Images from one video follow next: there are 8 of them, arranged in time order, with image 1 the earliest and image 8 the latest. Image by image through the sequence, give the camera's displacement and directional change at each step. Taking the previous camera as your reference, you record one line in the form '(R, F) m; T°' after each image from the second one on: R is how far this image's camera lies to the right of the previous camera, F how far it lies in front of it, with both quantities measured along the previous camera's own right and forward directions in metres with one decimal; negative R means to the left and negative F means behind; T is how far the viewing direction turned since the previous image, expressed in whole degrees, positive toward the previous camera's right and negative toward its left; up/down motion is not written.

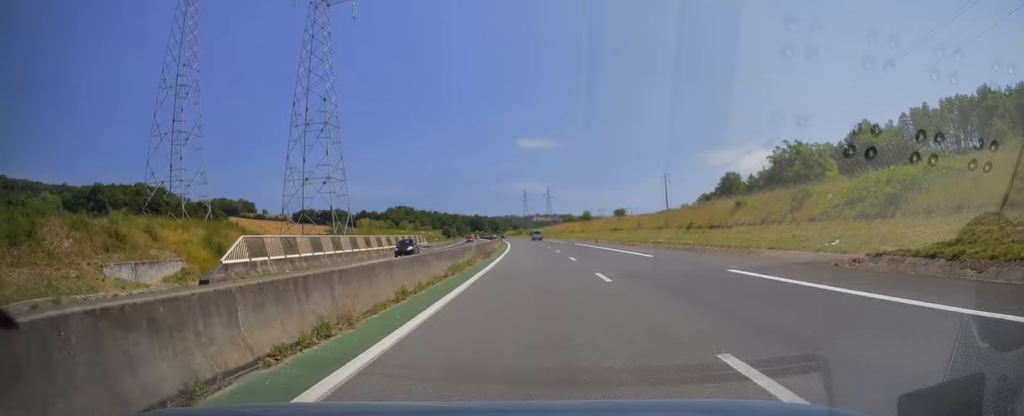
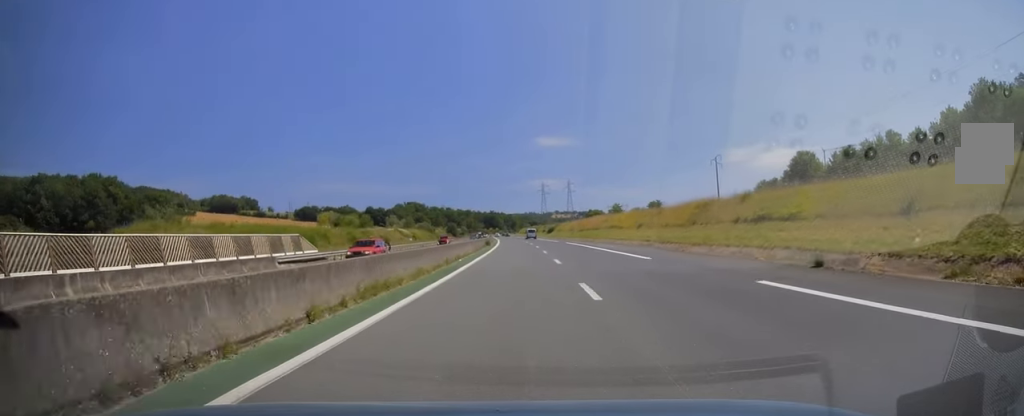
(-0.7, +55.1) m; -2°
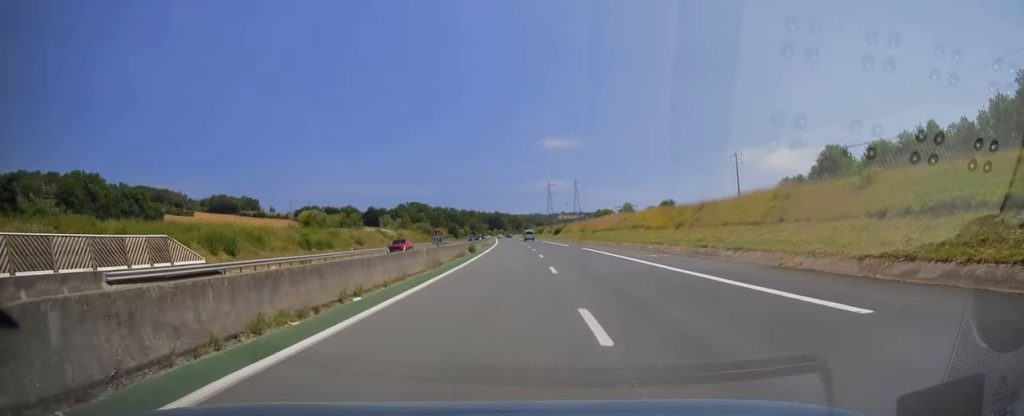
(-0.2, +16.9) m; 0°
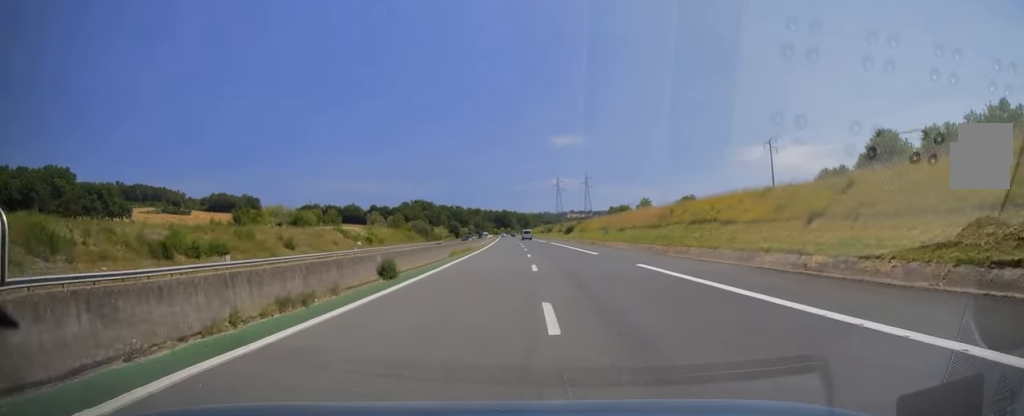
(0.0, +24.7) m; -1°
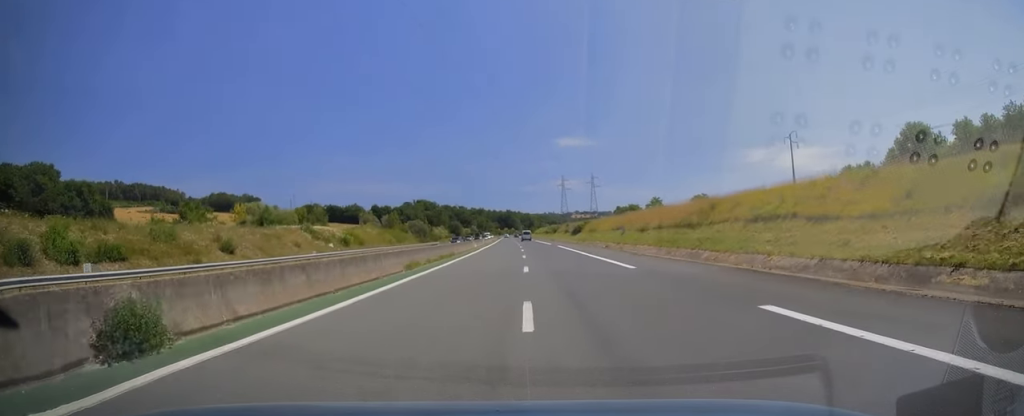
(+0.1, +12.4) m; 0°
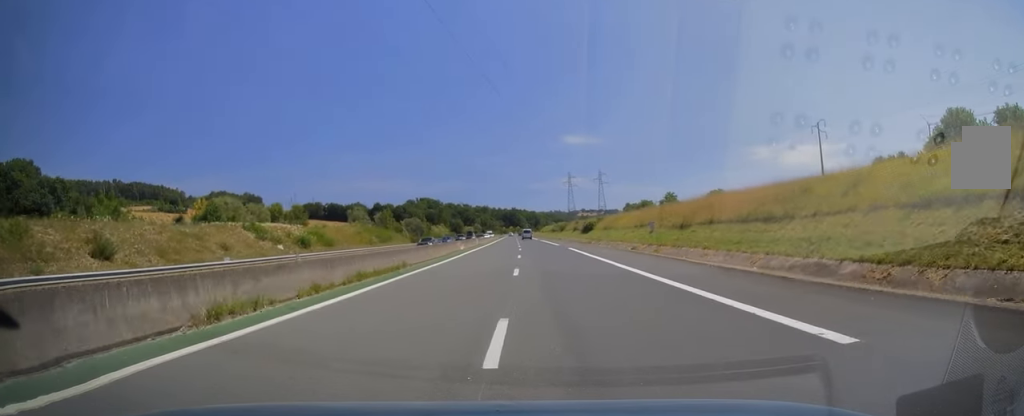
(-0.2, +14.9) m; -1°
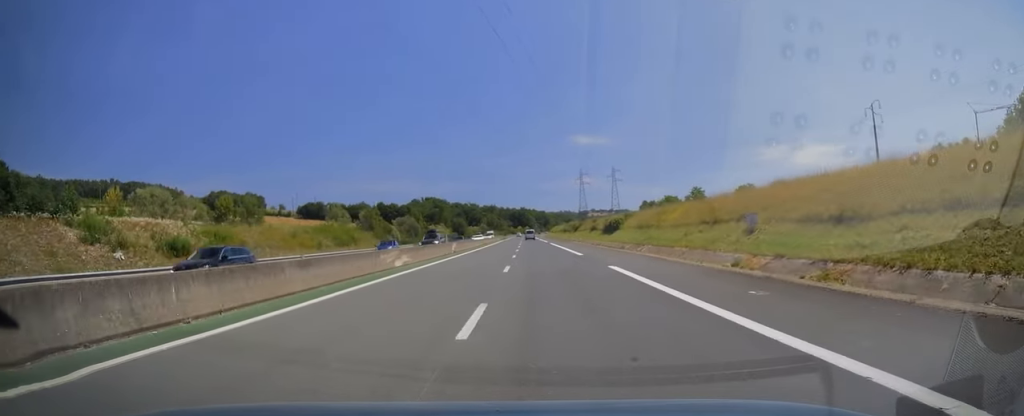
(-0.3, +23.7) m; -1°
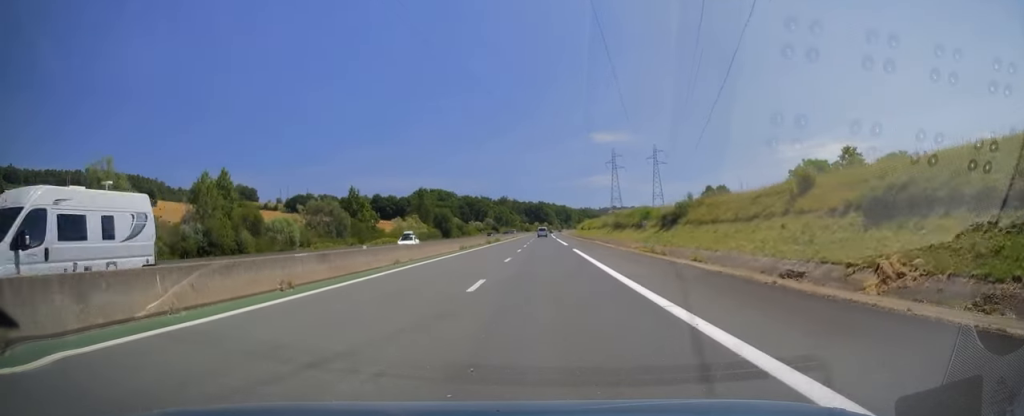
(-1.9, +82.8) m; -2°
